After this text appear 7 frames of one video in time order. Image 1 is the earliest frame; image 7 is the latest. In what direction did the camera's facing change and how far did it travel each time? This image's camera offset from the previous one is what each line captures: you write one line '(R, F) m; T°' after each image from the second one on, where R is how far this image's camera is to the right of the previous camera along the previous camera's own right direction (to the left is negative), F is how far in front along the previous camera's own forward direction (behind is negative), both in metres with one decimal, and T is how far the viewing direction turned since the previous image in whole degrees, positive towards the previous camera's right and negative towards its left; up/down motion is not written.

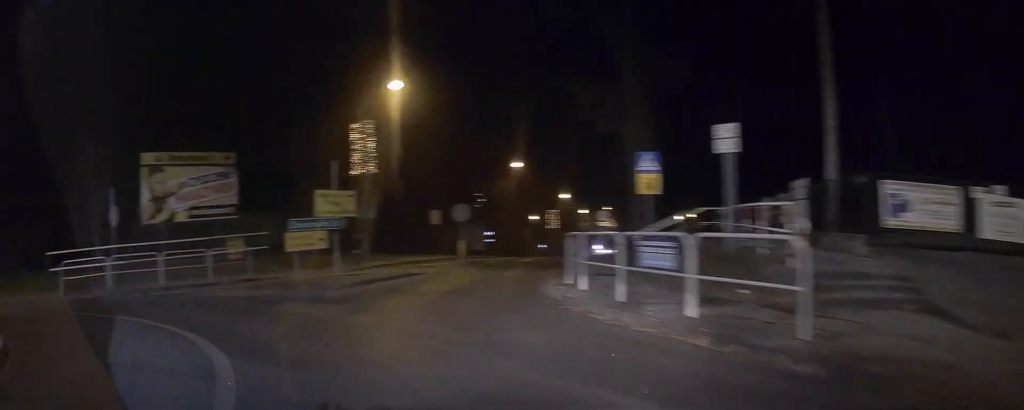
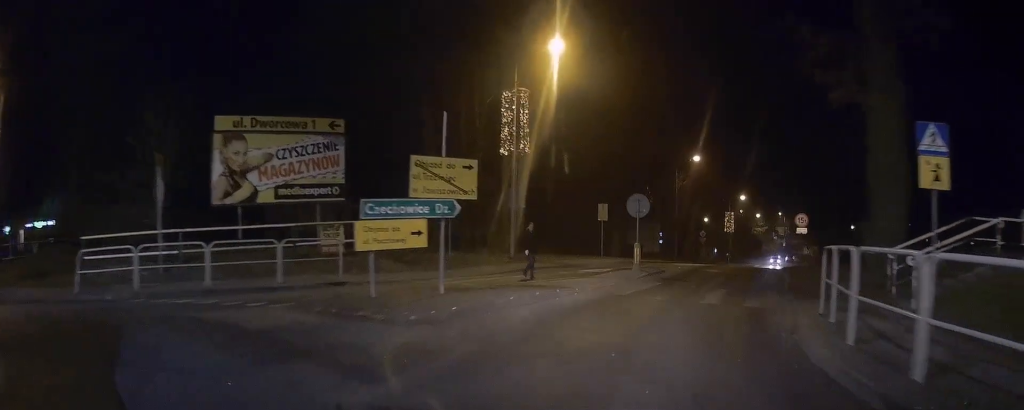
(-1.3, +7.0) m; -14°
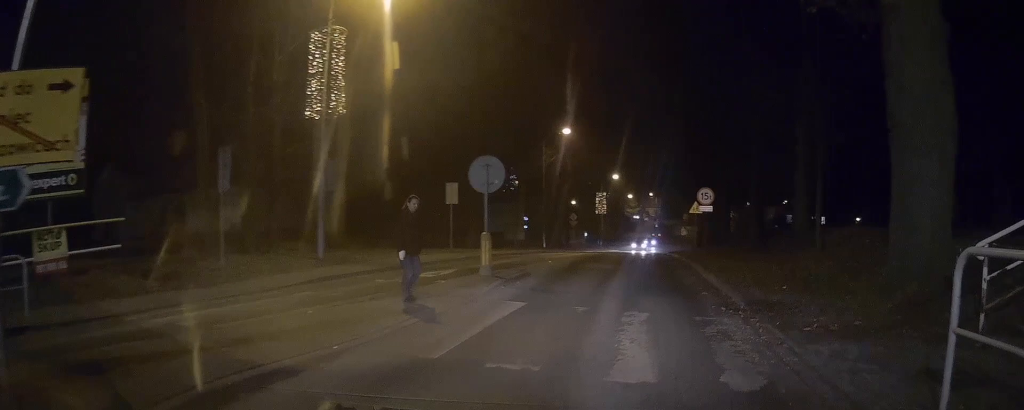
(-0.1, +9.9) m; +4°
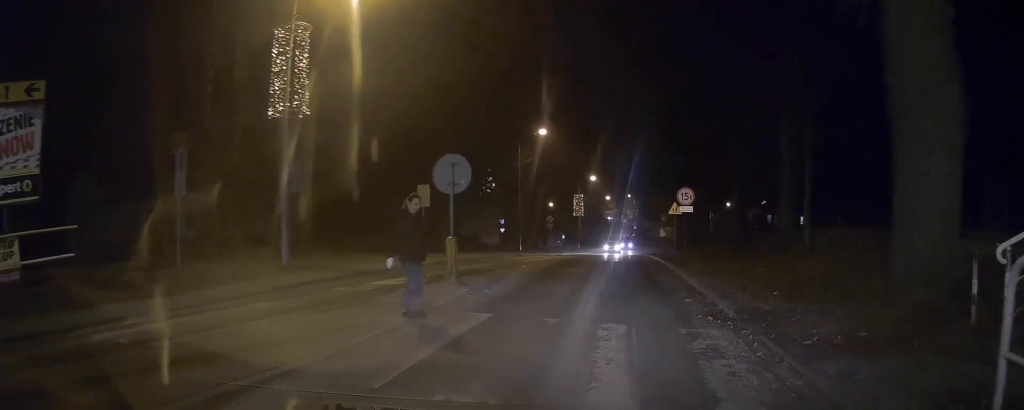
(+0.1, +1.6) m; +4°
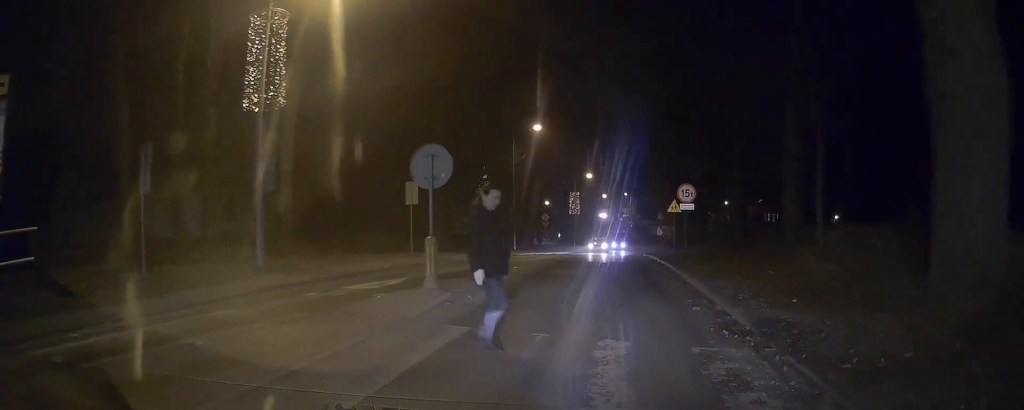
(+0.1, +1.7) m; +6°
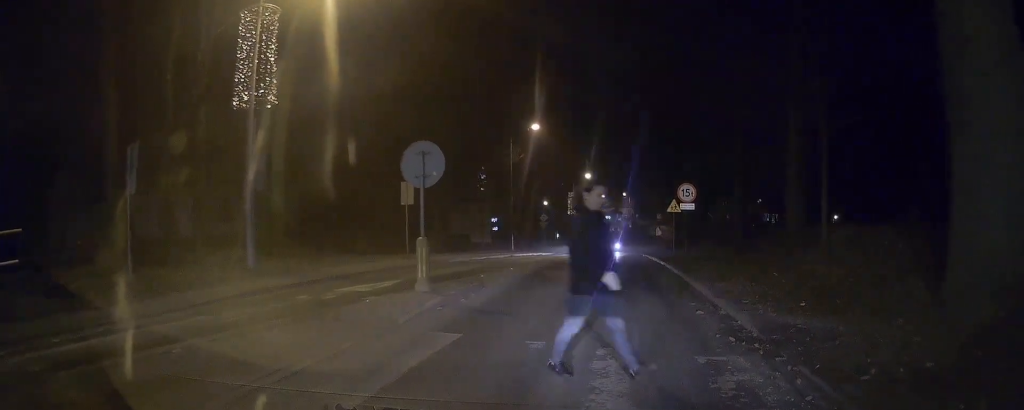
(+0.1, +0.7) m; 0°
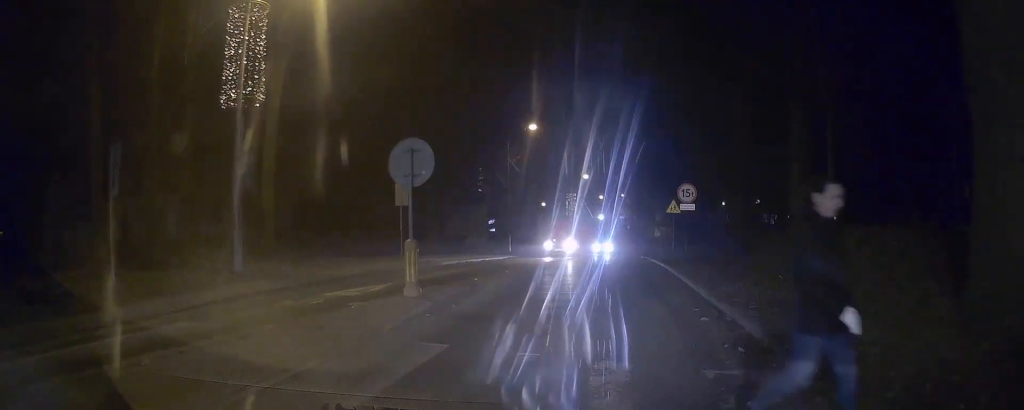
(0.0, +0.6) m; 0°
